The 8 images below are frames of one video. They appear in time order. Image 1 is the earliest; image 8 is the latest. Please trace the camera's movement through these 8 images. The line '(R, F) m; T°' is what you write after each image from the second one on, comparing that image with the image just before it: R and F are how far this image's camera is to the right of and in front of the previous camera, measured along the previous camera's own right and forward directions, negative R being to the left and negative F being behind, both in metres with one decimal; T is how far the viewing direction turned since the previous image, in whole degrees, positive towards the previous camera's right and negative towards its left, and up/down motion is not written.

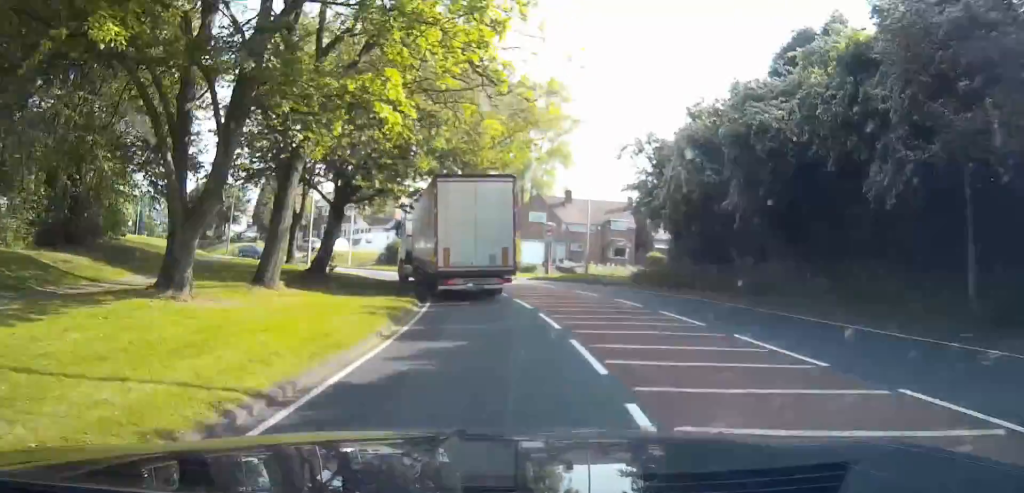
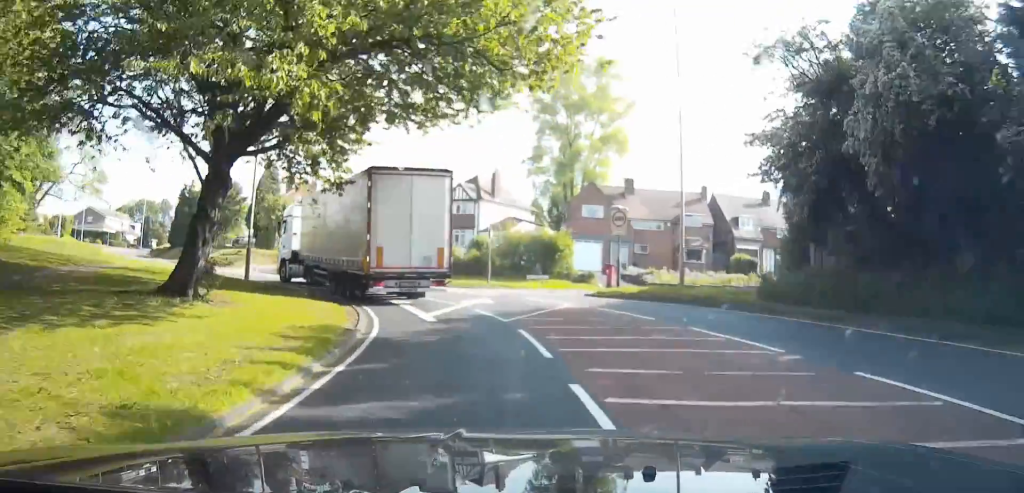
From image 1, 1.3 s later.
(-0.5, +16.5) m; -2°
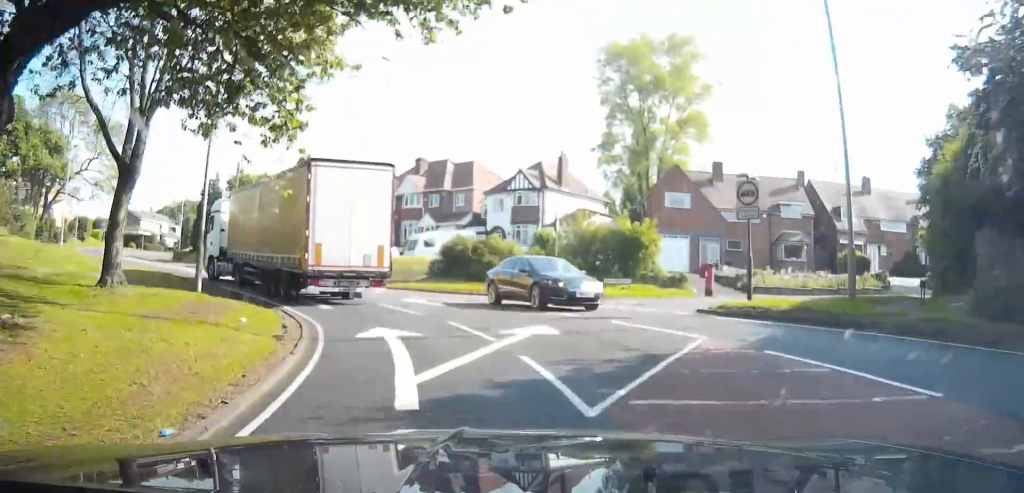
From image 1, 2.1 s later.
(0.0, +9.7) m; -3°
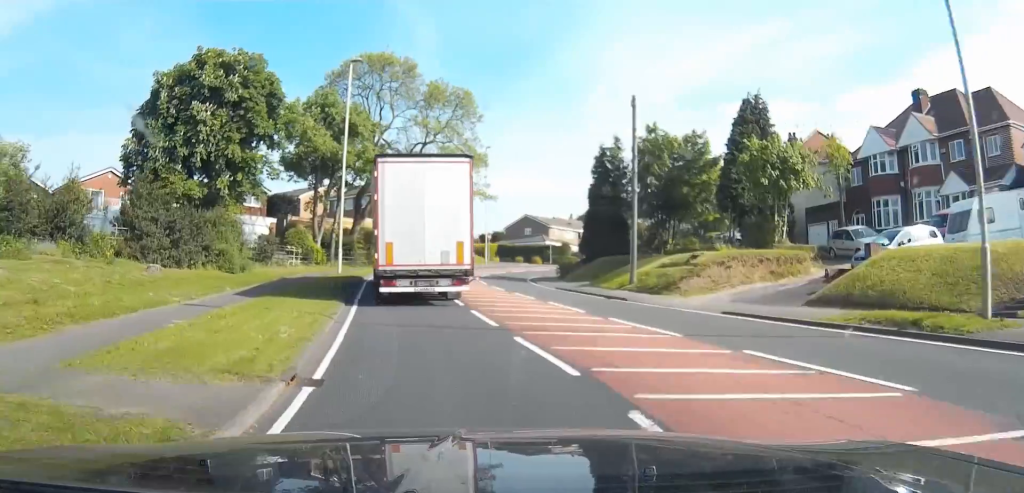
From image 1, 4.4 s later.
(-6.9, +23.9) m; -40°
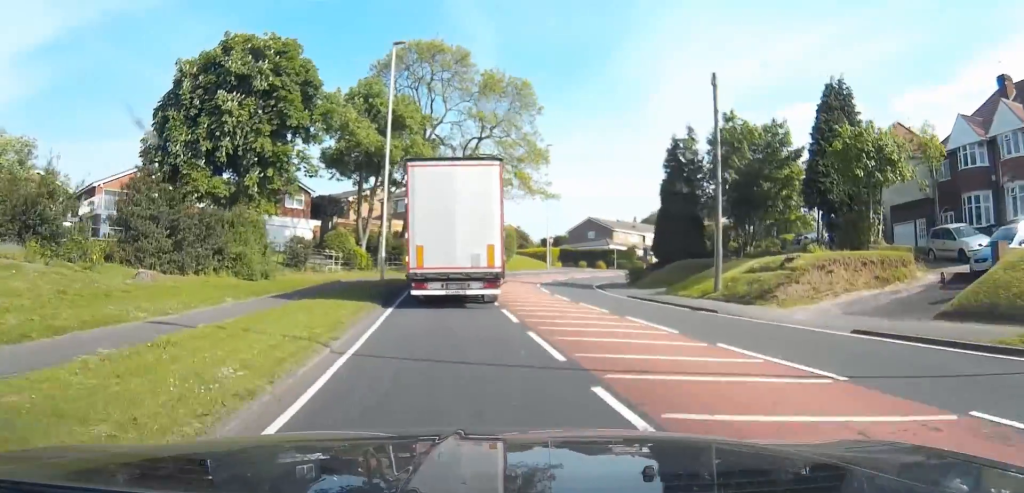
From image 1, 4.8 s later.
(-0.5, +4.7) m; -4°
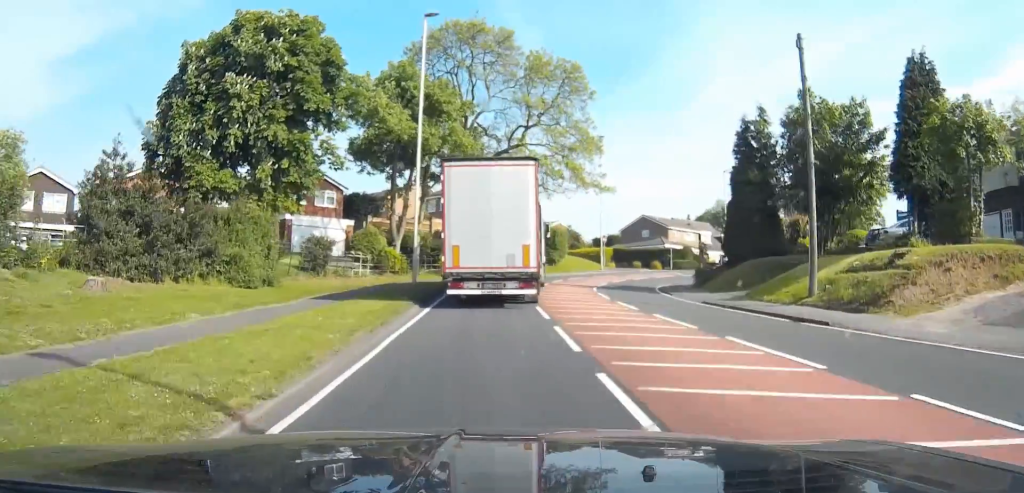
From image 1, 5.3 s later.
(-0.2, +5.2) m; -5°
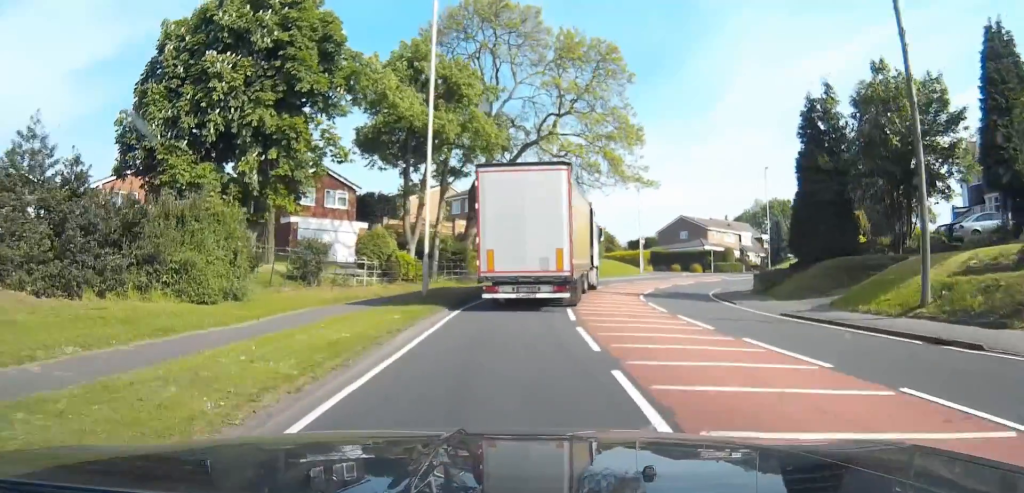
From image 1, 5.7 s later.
(-0.3, +5.4) m; -2°
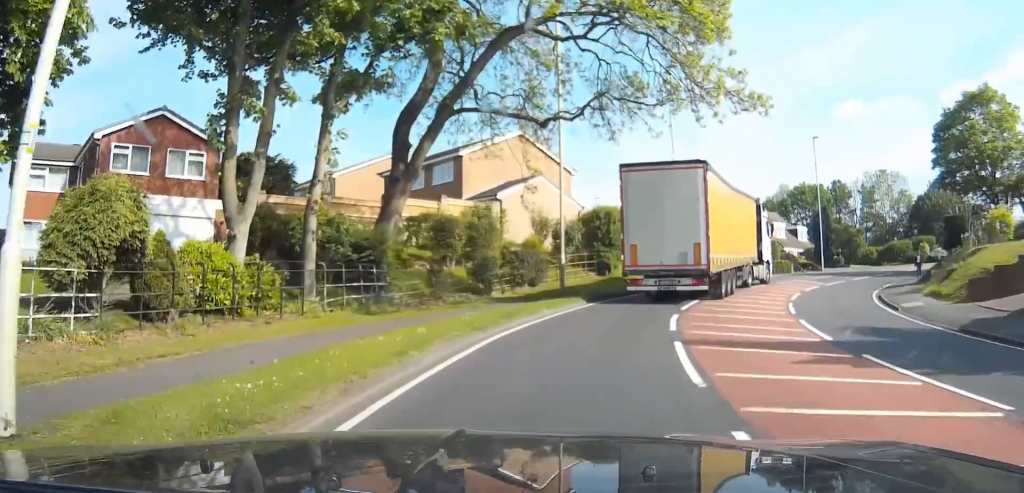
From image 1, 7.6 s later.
(-0.6, +23.0) m; +3°
